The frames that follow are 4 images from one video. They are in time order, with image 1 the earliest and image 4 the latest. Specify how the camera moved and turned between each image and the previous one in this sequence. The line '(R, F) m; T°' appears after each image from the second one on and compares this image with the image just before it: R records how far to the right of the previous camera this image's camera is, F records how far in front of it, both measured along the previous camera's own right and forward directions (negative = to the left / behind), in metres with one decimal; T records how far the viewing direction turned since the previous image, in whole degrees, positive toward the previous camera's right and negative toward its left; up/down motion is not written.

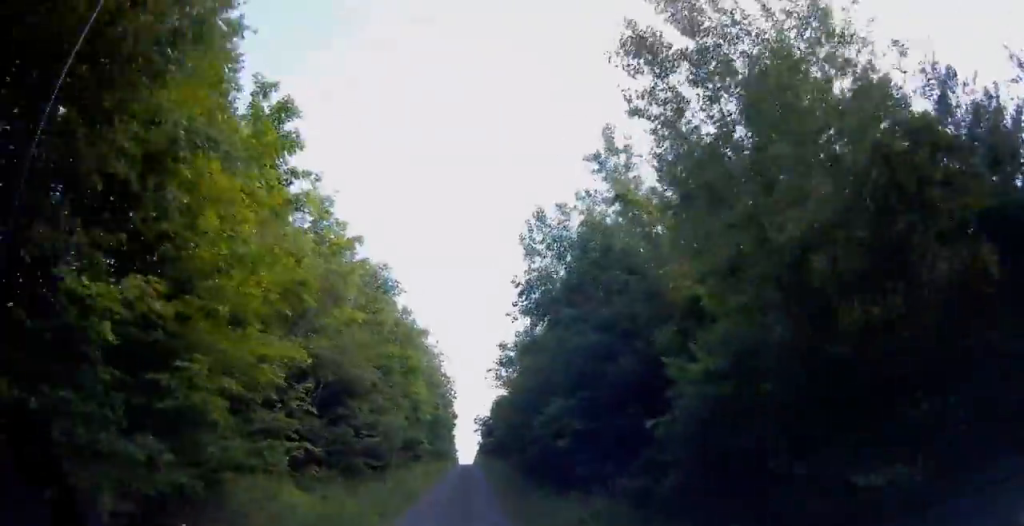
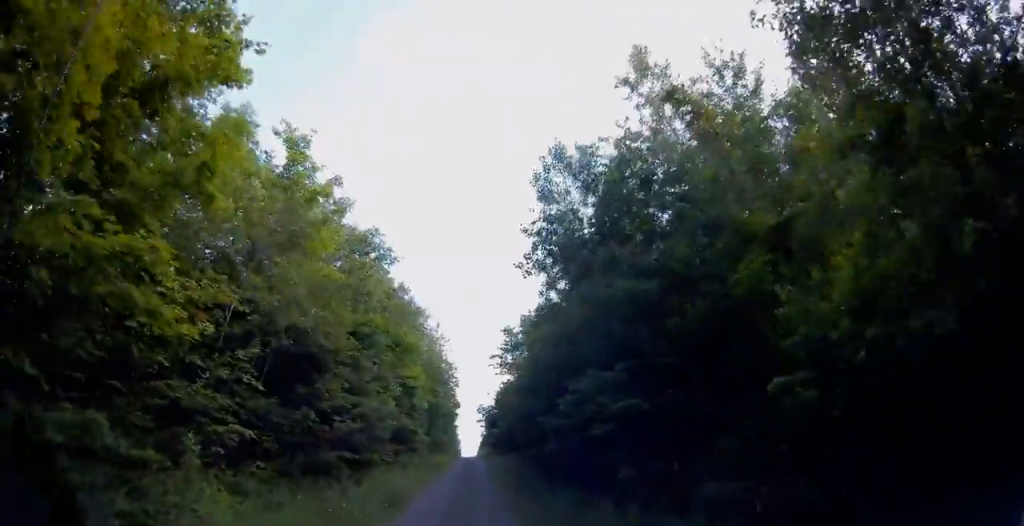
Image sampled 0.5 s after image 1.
(+0.1, +4.1) m; -1°
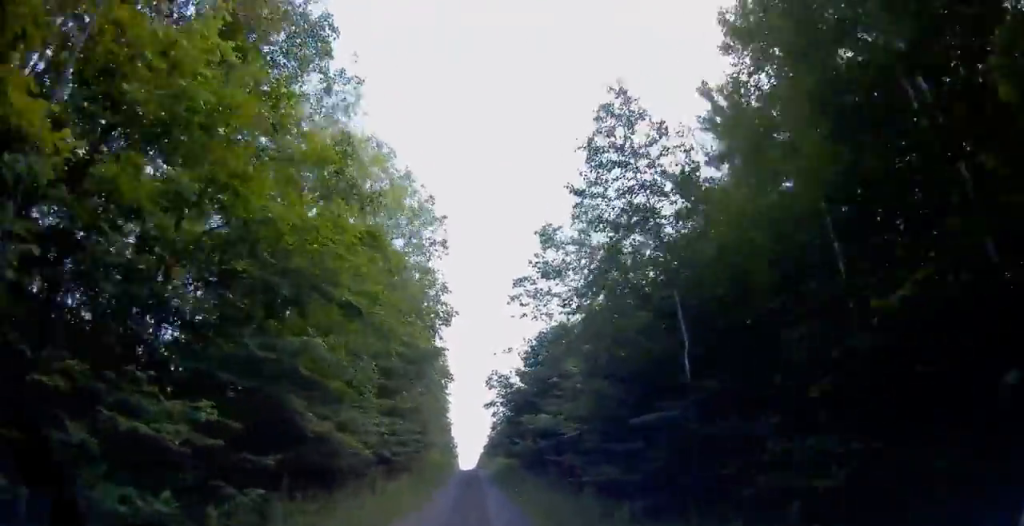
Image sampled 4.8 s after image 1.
(-1.6, +34.3) m; 0°
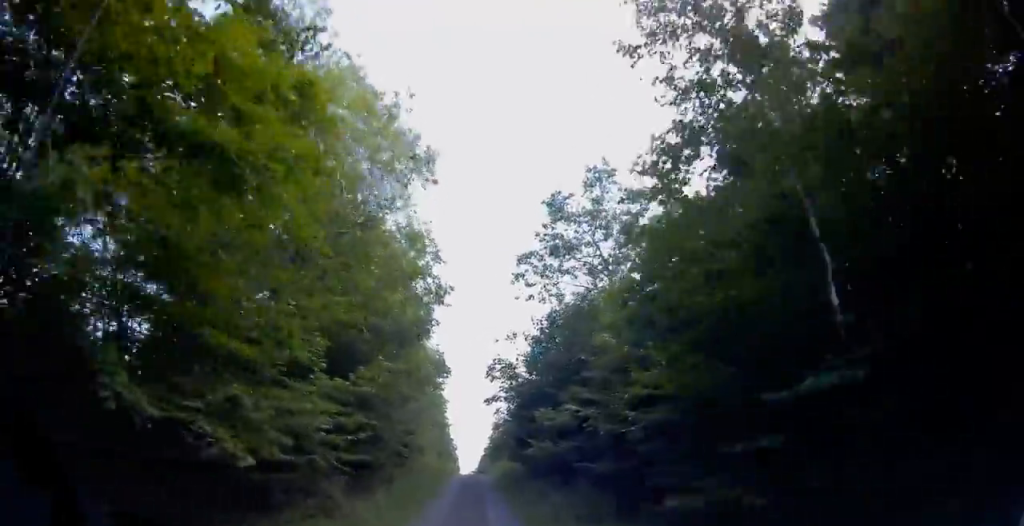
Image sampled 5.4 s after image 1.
(-0.2, +5.4) m; -1°
